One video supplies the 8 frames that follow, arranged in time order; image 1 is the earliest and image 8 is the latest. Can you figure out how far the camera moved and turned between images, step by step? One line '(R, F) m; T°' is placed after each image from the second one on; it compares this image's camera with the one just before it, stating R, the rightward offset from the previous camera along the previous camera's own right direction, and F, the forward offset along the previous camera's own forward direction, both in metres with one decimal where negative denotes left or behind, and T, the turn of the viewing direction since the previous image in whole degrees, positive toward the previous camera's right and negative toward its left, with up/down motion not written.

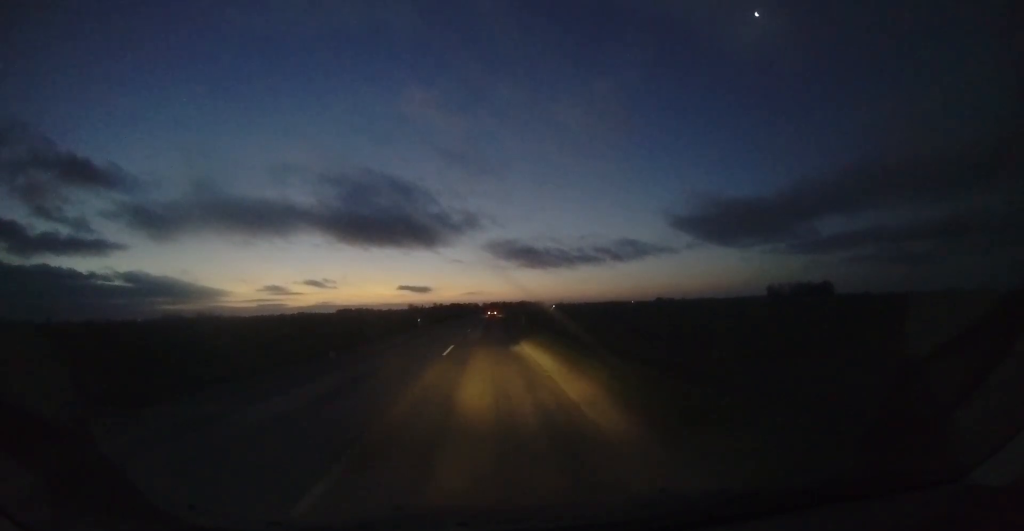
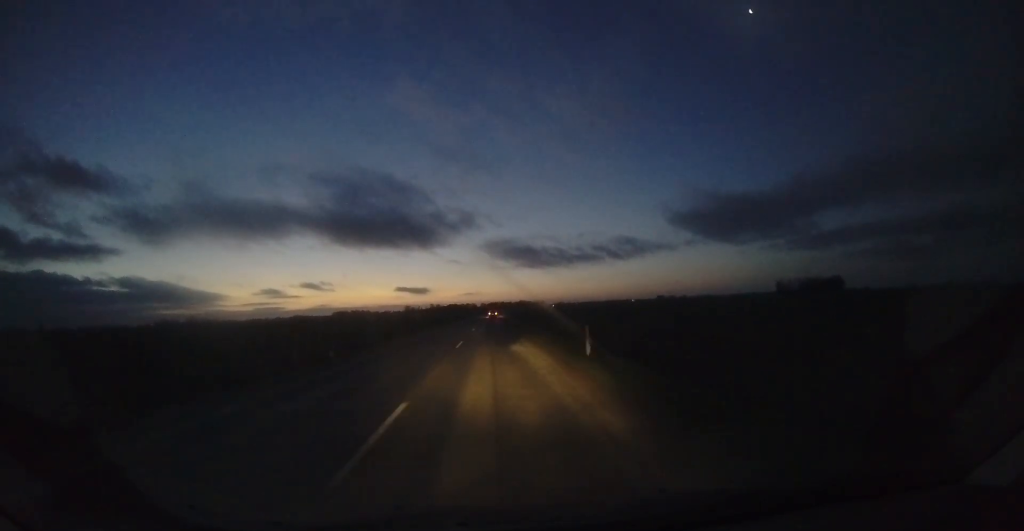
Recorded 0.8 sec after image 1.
(+0.2, +21.5) m; 0°
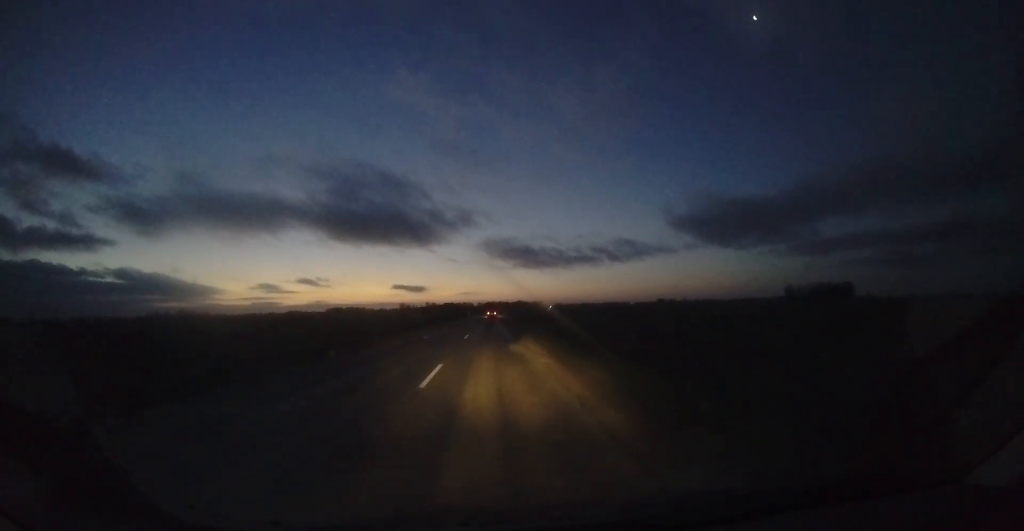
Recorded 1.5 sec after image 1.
(-0.1, +20.3) m; 0°
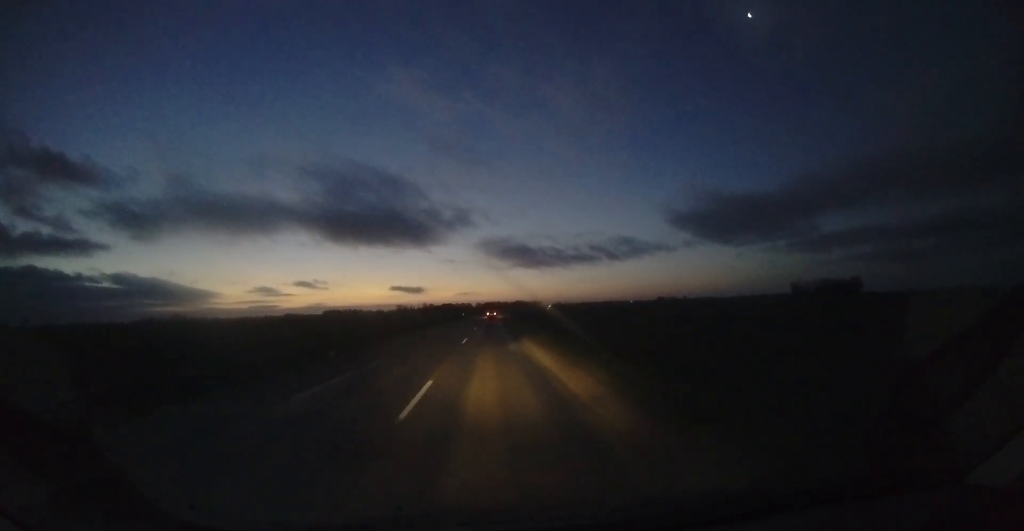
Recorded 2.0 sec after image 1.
(0.0, +13.5) m; 0°
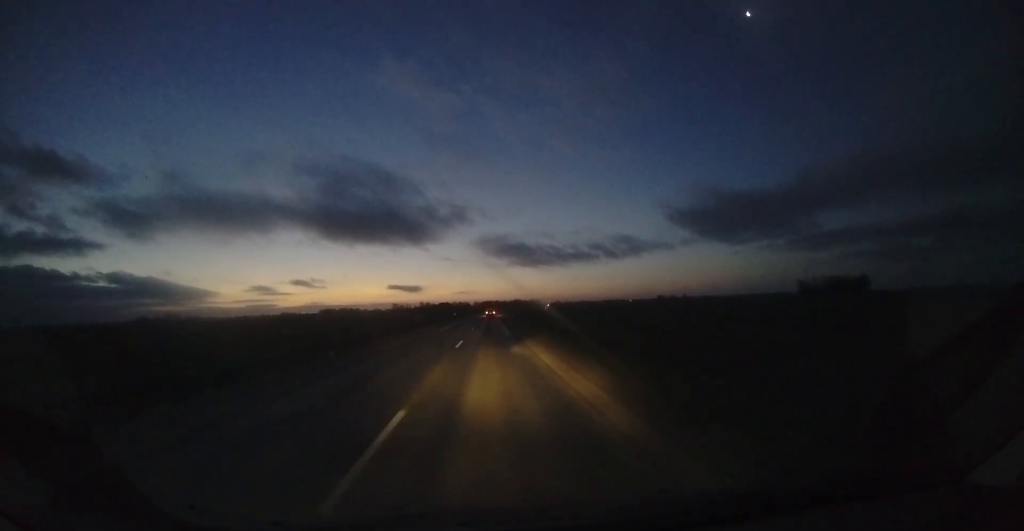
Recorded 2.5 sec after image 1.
(0.0, +14.9) m; 0°
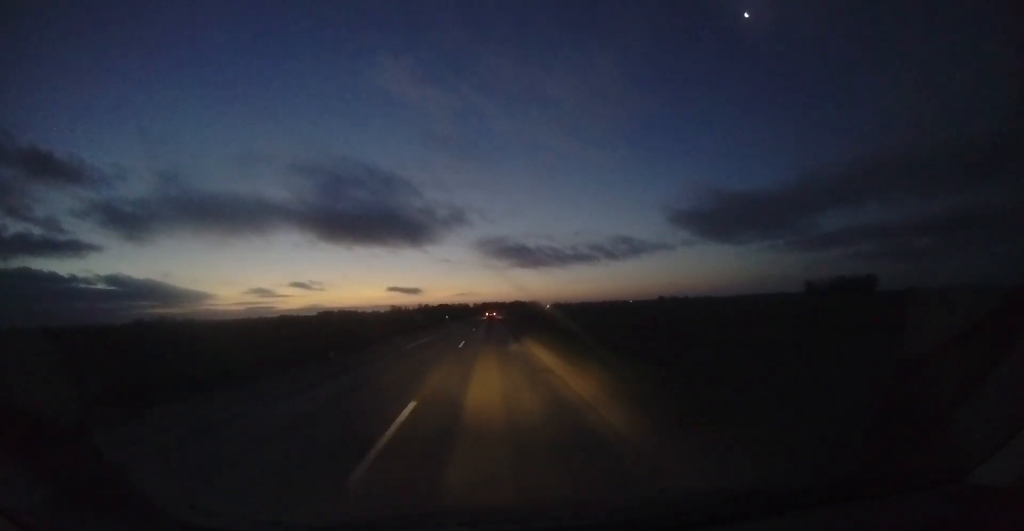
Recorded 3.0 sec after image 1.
(0.0, +11.7) m; 0°
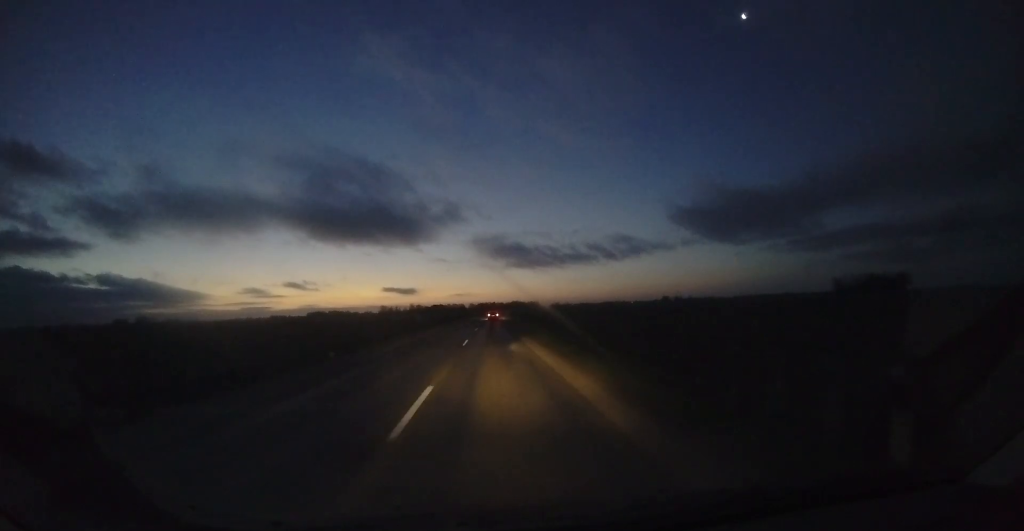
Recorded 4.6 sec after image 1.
(+0.4, +46.8) m; +1°
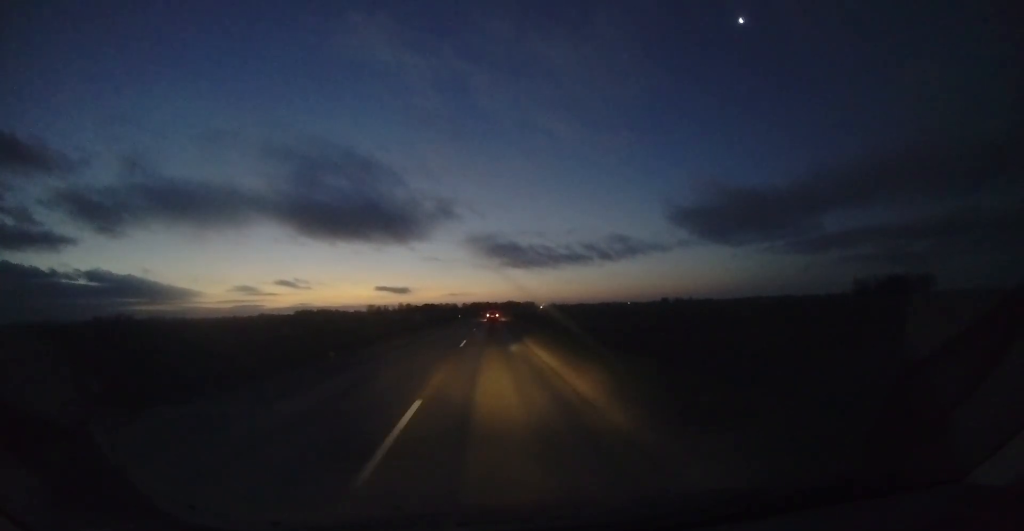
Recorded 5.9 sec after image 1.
(+0.2, +37.0) m; 0°
